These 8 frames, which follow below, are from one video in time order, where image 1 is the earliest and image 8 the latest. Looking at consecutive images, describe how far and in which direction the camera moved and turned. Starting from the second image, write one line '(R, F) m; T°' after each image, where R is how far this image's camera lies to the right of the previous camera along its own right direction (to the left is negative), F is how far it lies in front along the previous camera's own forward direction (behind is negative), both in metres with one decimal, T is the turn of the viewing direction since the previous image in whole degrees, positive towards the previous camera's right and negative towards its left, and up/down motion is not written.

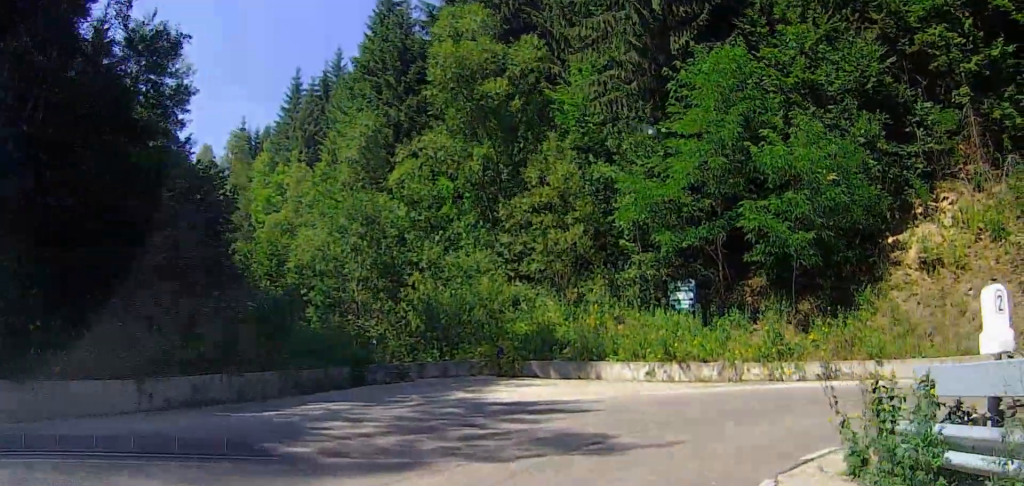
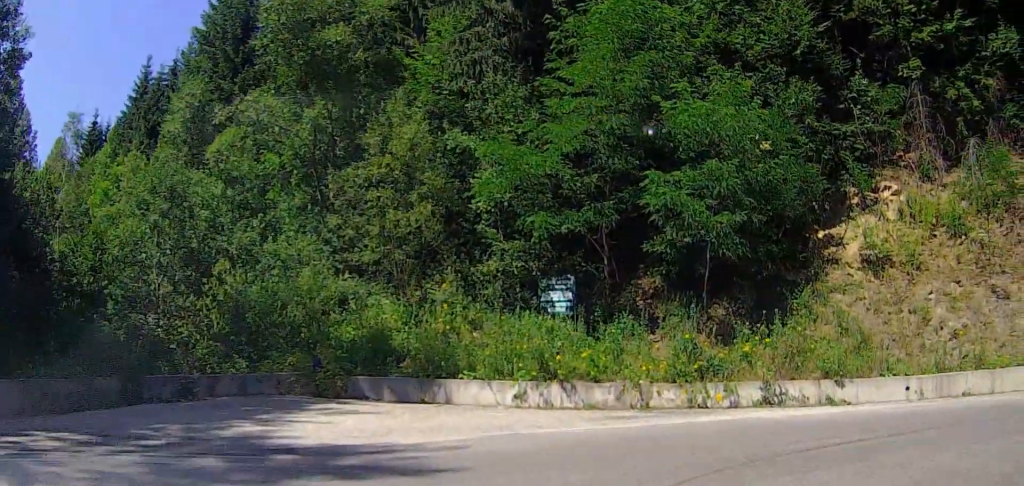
(0.0, +7.9) m; +1°
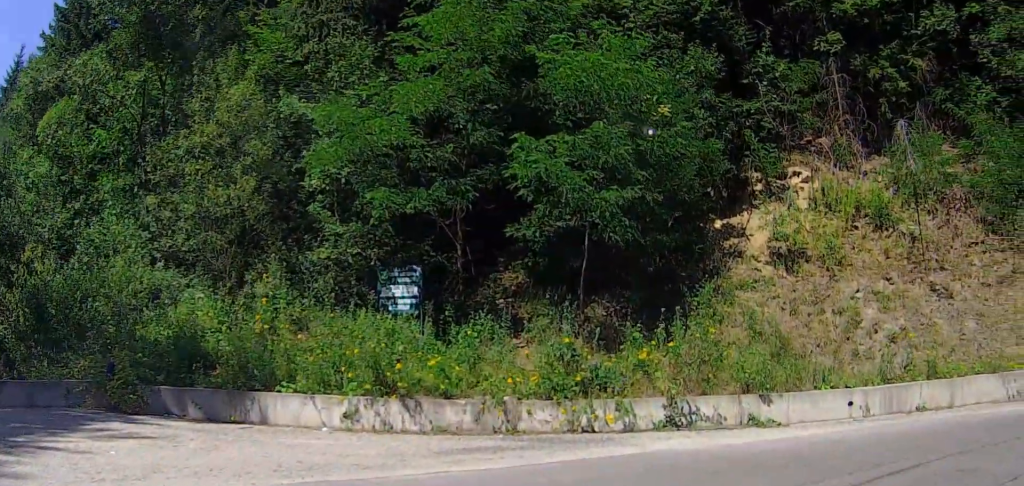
(0.0, +3.1) m; +24°
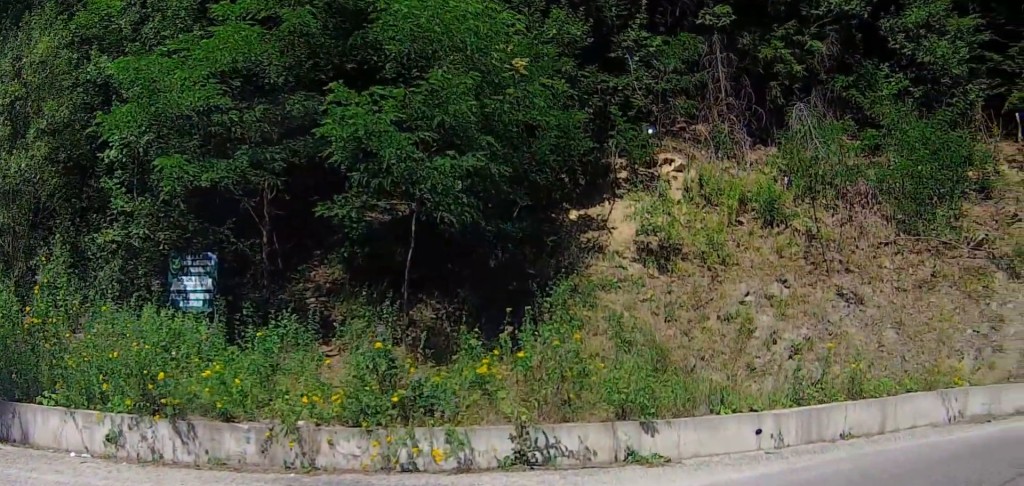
(+1.4, +1.3) m; +66°
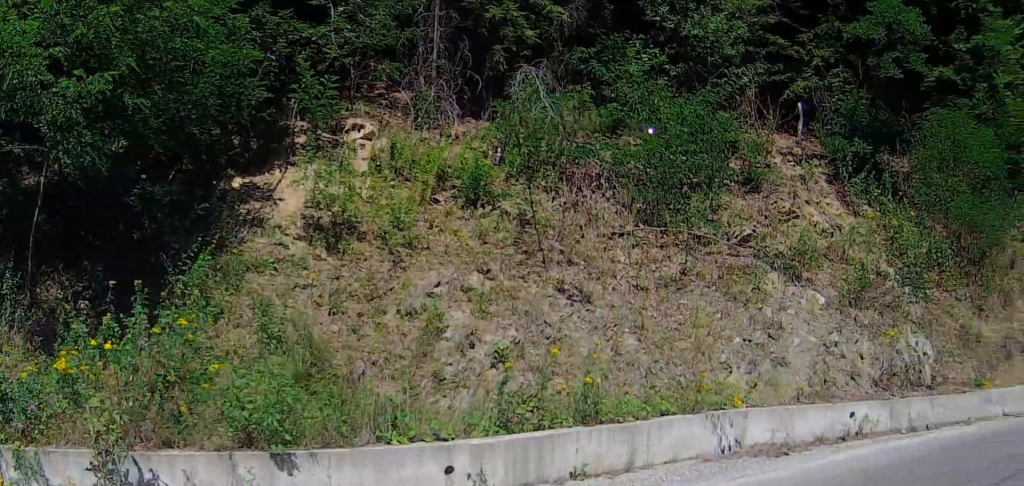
(+0.7, +2.4) m; +16°
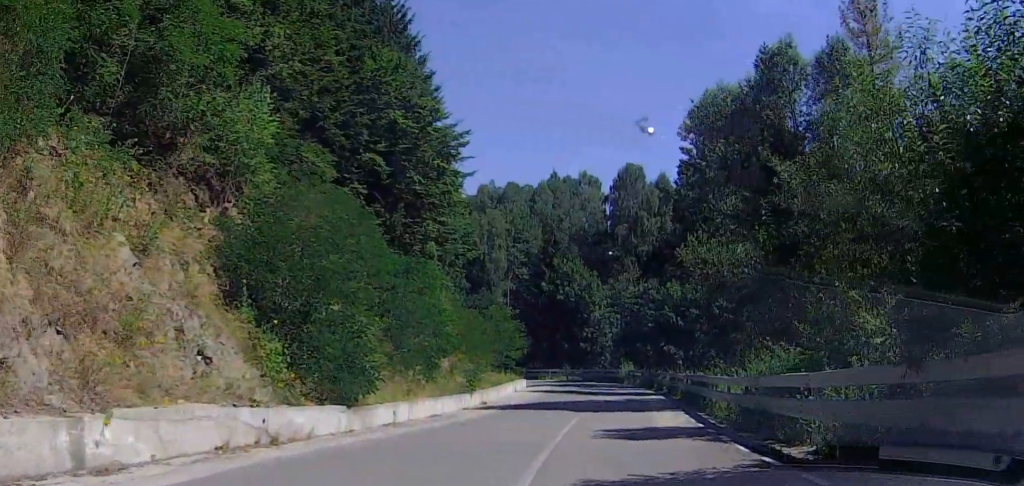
(+1.5, +7.5) m; +41°
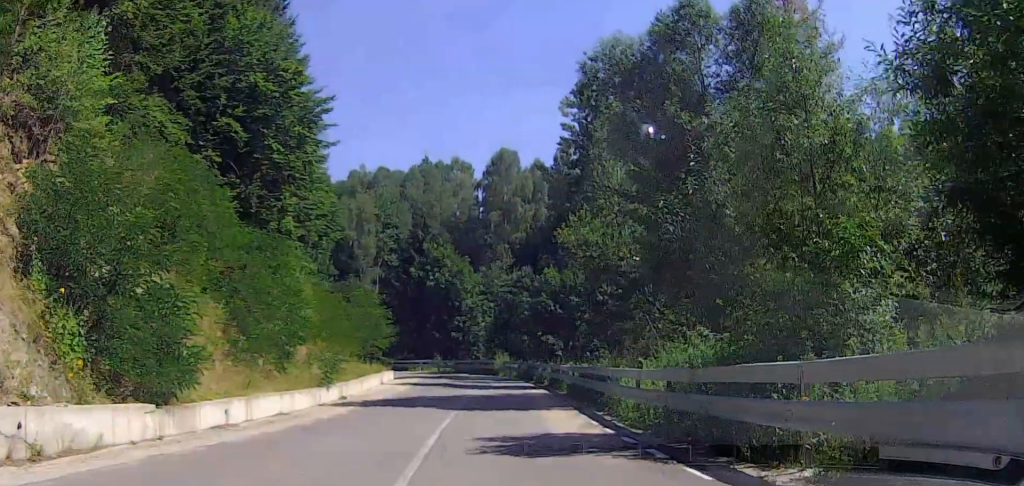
(+0.8, +3.7) m; +10°
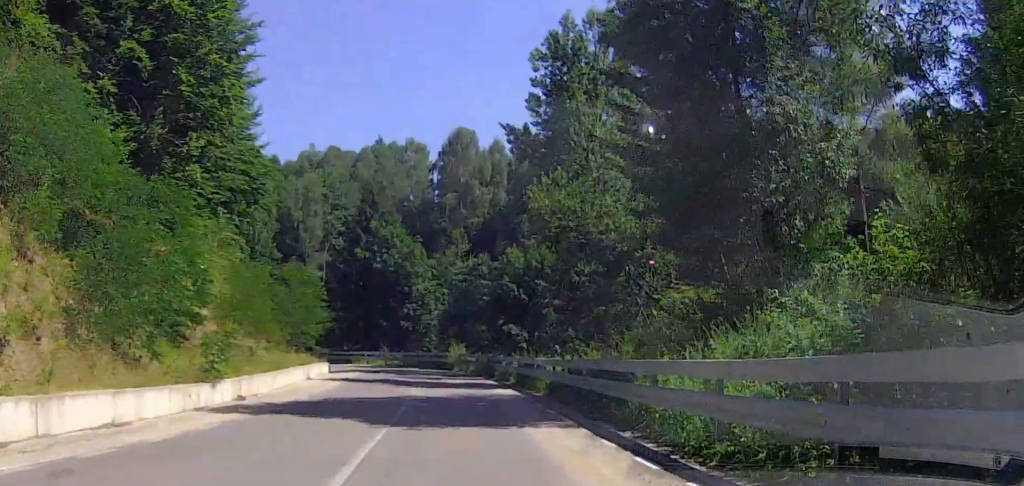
(+0.7, +6.8) m; +6°
